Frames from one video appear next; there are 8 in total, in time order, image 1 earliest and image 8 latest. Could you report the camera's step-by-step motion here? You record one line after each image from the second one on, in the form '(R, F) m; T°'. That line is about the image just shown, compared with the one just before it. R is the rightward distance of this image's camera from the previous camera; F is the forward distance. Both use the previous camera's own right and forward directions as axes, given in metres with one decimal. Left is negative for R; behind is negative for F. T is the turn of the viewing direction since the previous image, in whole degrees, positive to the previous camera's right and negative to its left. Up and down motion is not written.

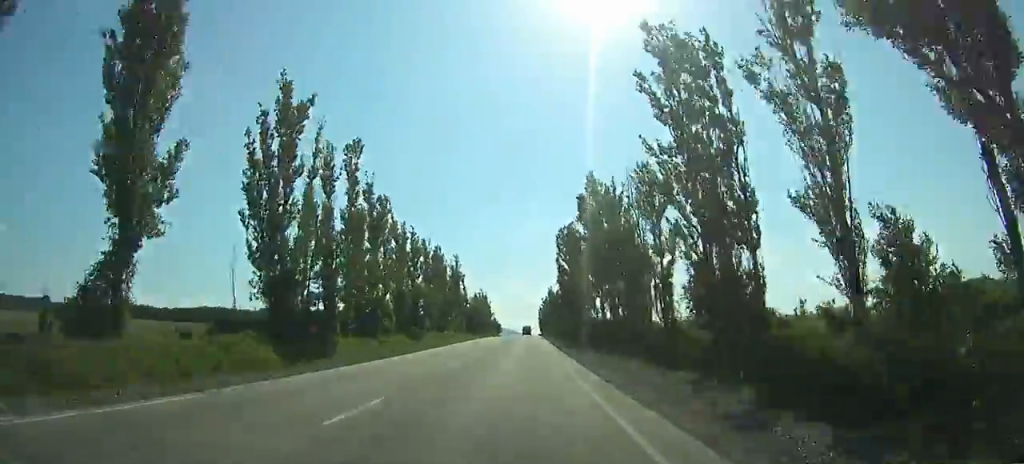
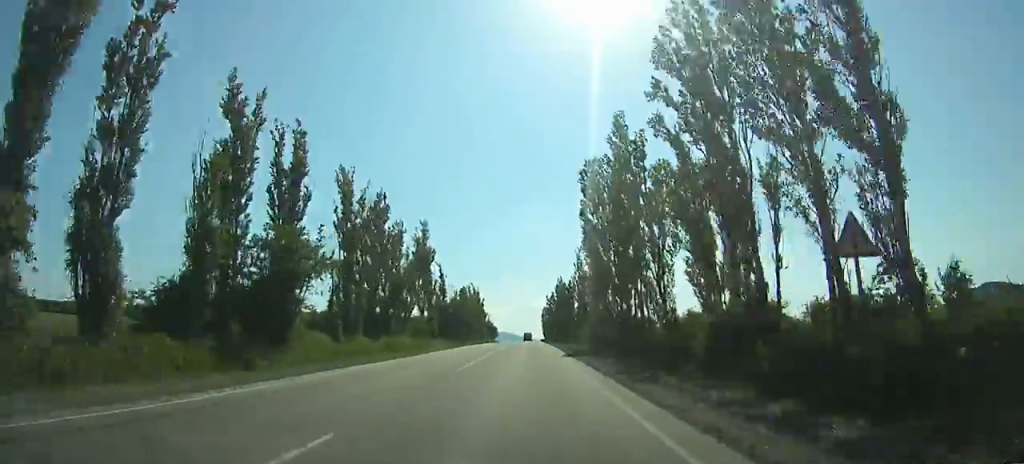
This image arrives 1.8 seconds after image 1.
(0.0, +39.2) m; 0°
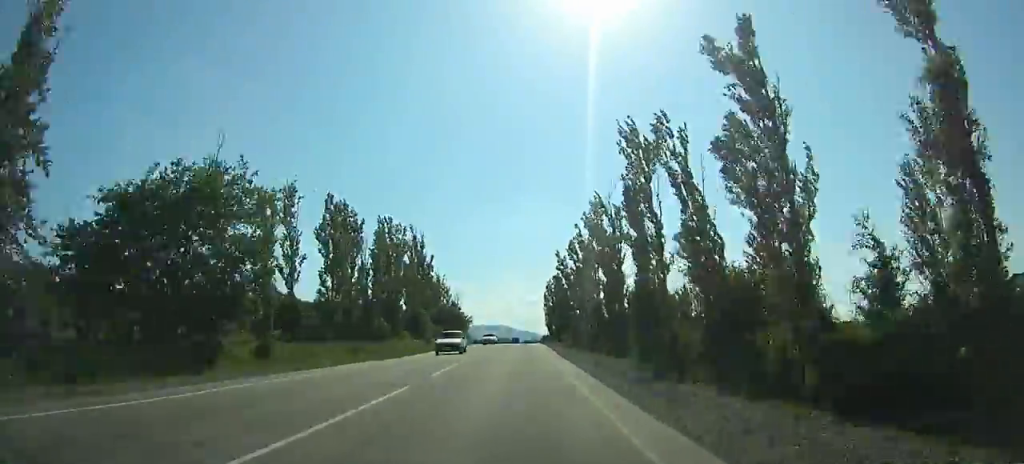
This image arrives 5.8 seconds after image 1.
(+0.1, +88.2) m; 0°
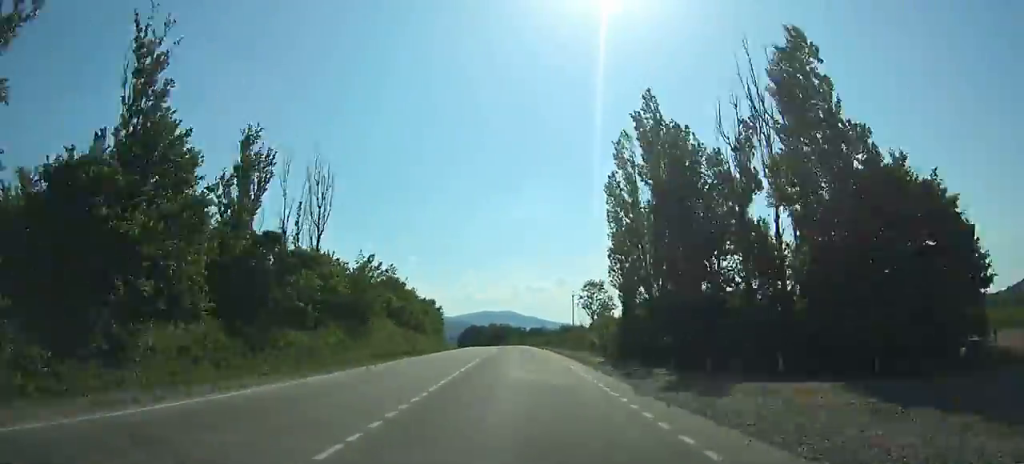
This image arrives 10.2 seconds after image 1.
(-0.5, +93.8) m; -1°
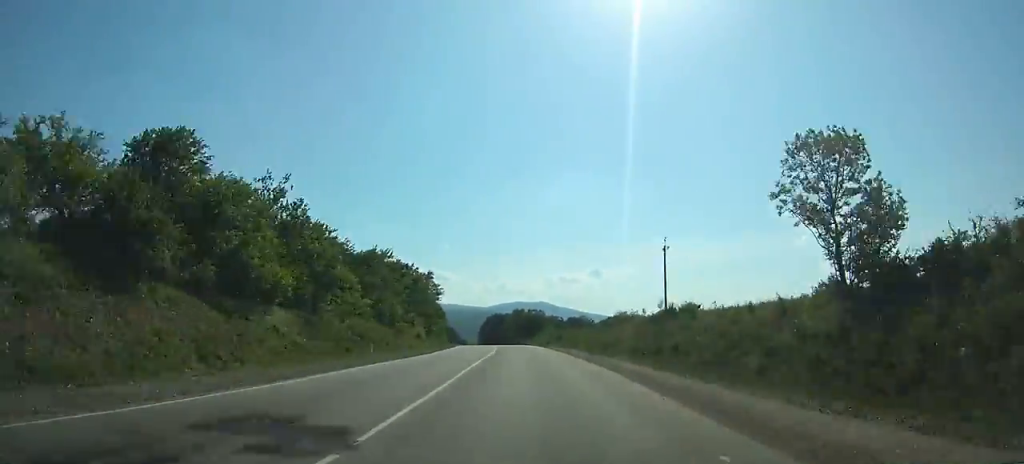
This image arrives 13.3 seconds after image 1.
(-0.9, +64.1) m; -3°
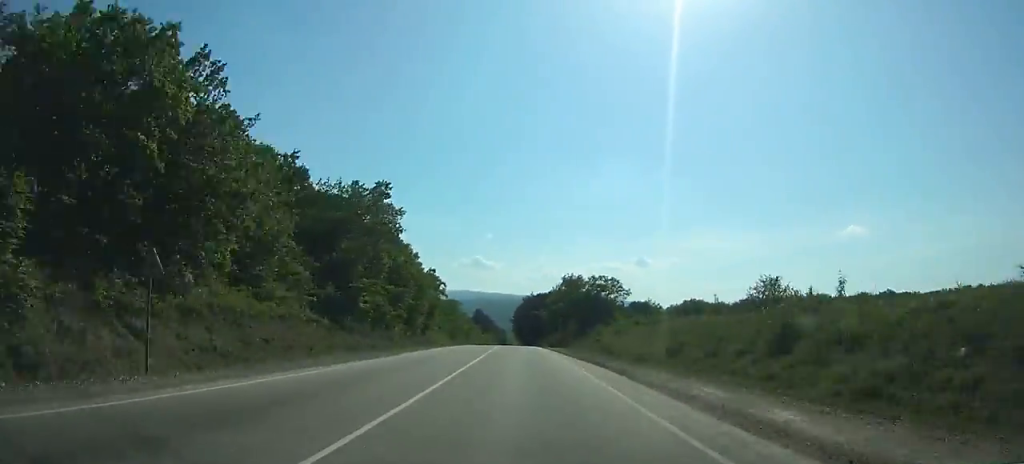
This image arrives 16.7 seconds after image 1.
(-2.8, +72.1) m; -3°
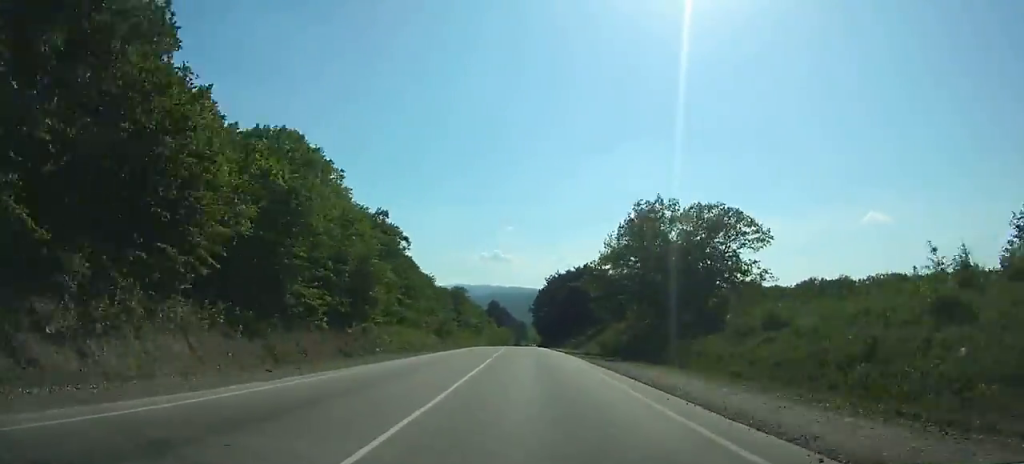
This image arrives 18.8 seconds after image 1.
(-0.7, +47.2) m; -1°
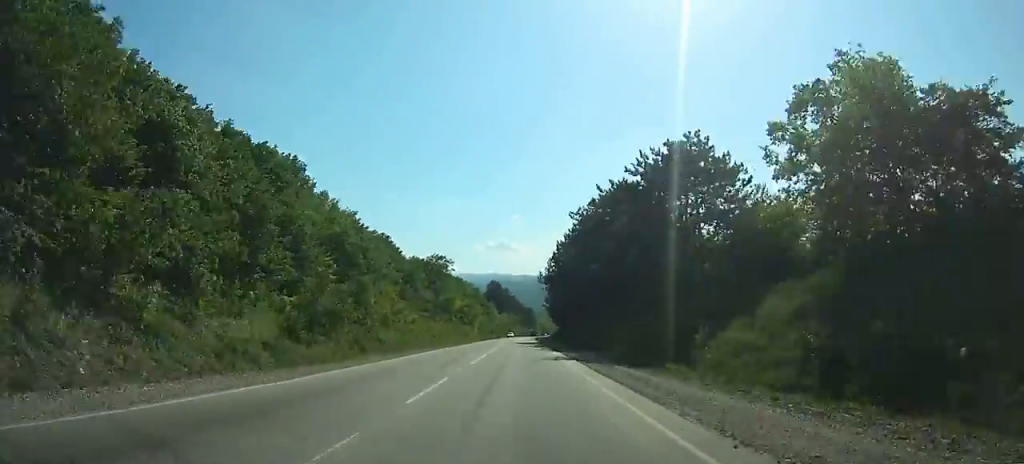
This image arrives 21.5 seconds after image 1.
(-0.6, +61.8) m; -1°
